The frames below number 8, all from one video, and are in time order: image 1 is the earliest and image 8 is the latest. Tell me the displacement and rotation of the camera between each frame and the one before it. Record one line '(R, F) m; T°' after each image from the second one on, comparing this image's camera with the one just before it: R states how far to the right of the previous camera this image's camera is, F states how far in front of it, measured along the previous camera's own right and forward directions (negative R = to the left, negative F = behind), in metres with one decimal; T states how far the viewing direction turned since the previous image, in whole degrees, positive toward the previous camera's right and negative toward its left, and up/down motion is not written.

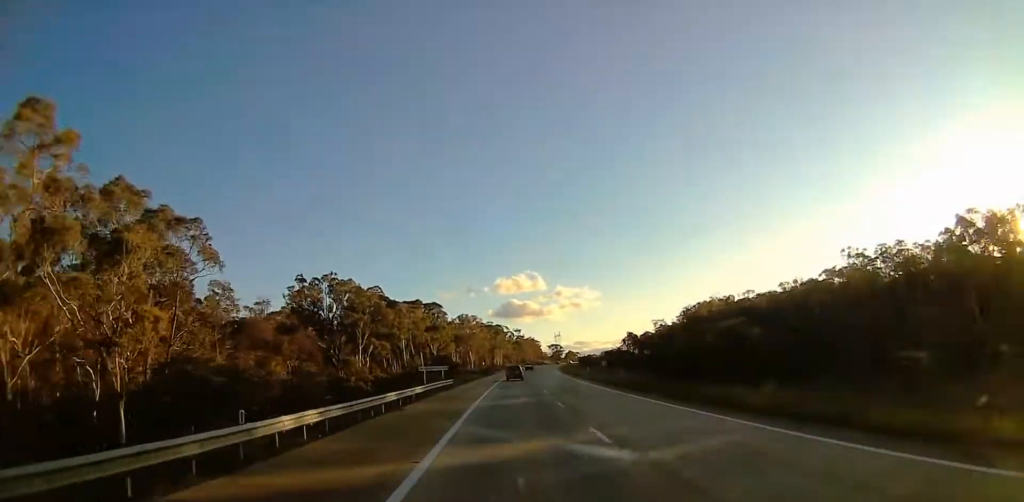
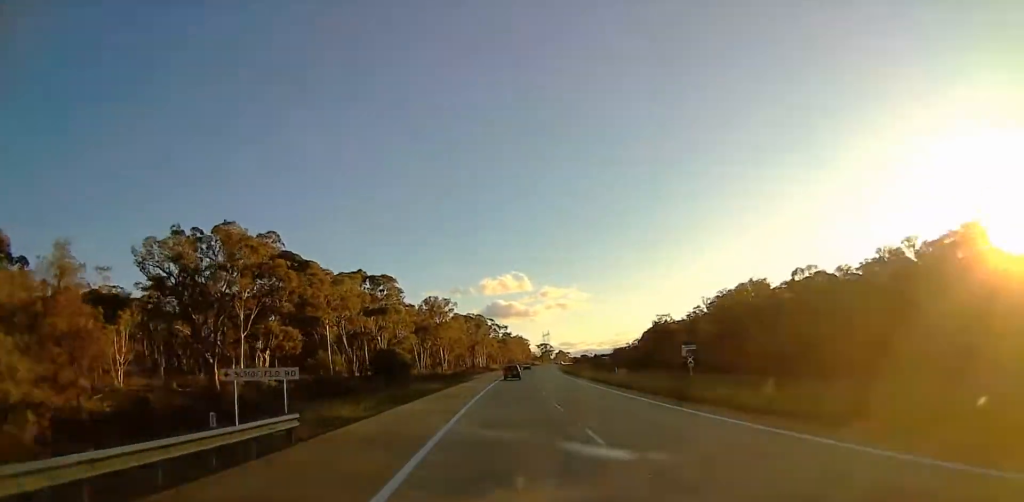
(+0.3, +46.7) m; +1°
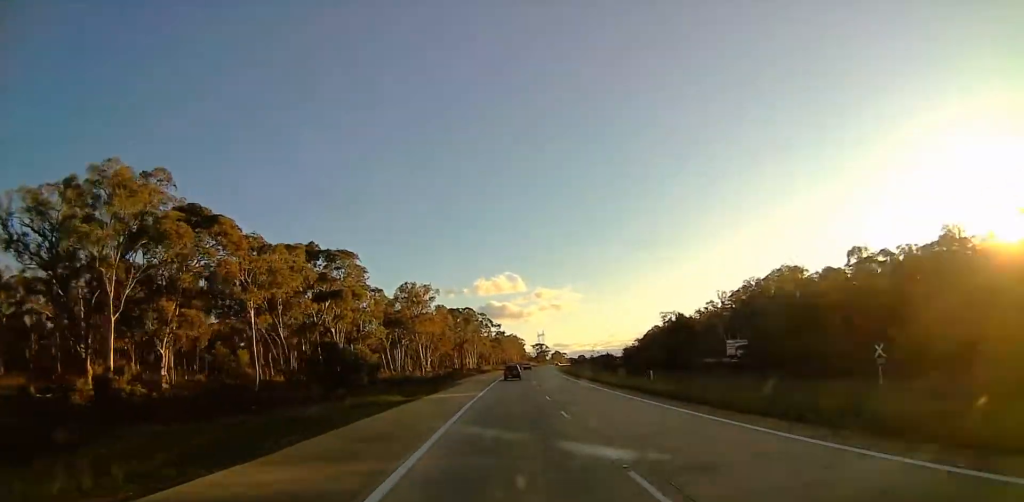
(+0.3, +21.8) m; +1°
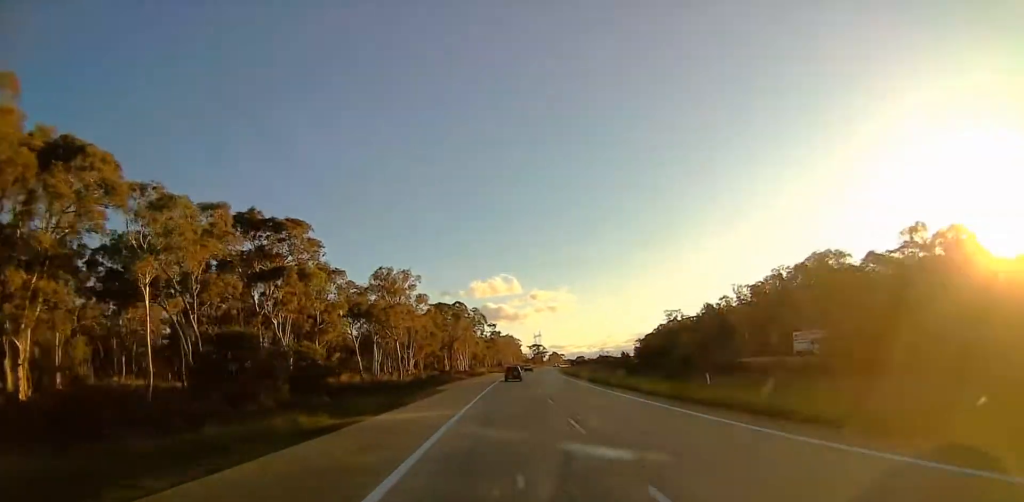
(0.0, +16.9) m; +1°
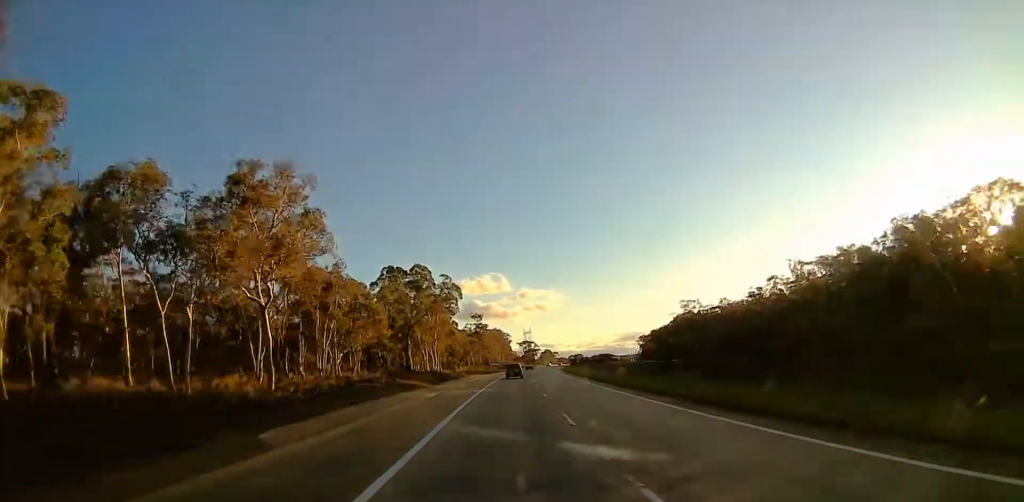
(+0.9, +38.5) m; +2°
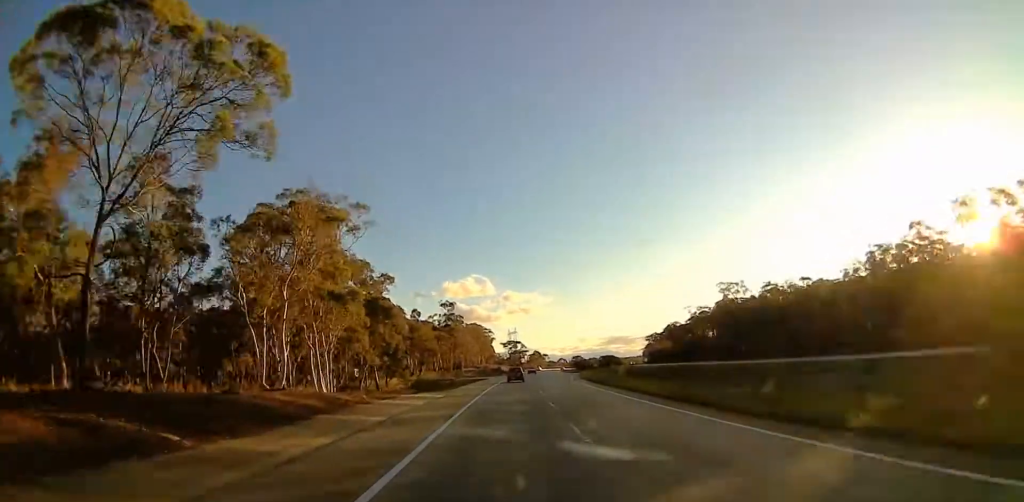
(+1.1, +52.0) m; +3°
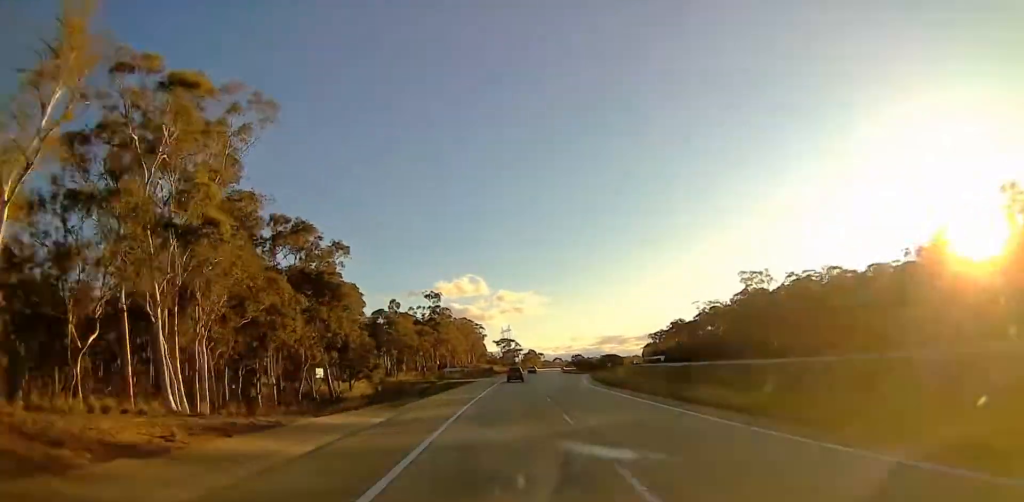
(+0.2, +18.6) m; +1°
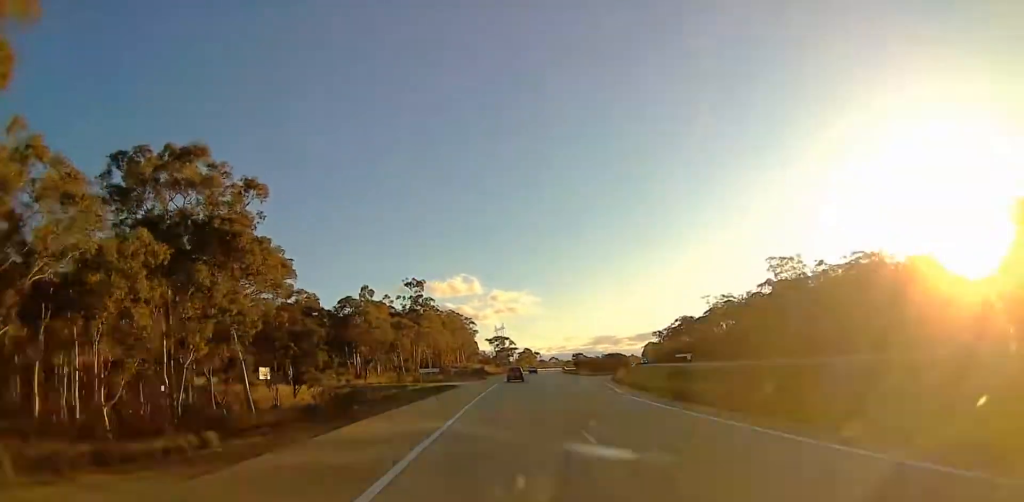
(+0.1, +18.6) m; 0°
